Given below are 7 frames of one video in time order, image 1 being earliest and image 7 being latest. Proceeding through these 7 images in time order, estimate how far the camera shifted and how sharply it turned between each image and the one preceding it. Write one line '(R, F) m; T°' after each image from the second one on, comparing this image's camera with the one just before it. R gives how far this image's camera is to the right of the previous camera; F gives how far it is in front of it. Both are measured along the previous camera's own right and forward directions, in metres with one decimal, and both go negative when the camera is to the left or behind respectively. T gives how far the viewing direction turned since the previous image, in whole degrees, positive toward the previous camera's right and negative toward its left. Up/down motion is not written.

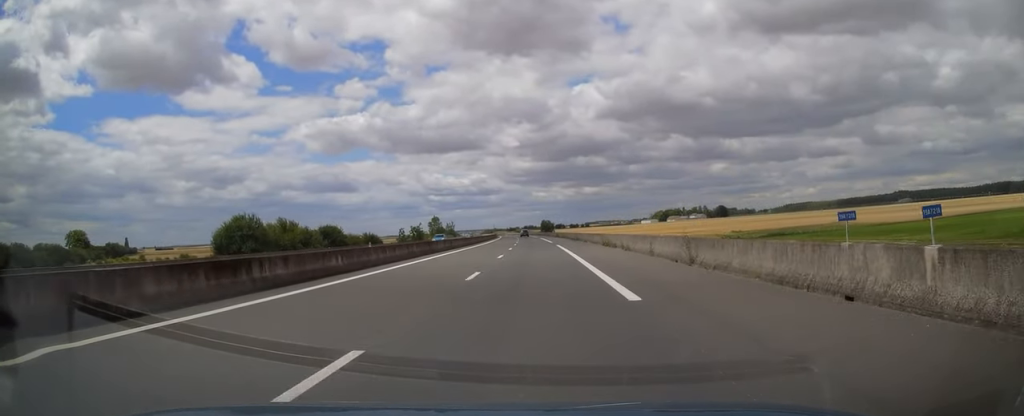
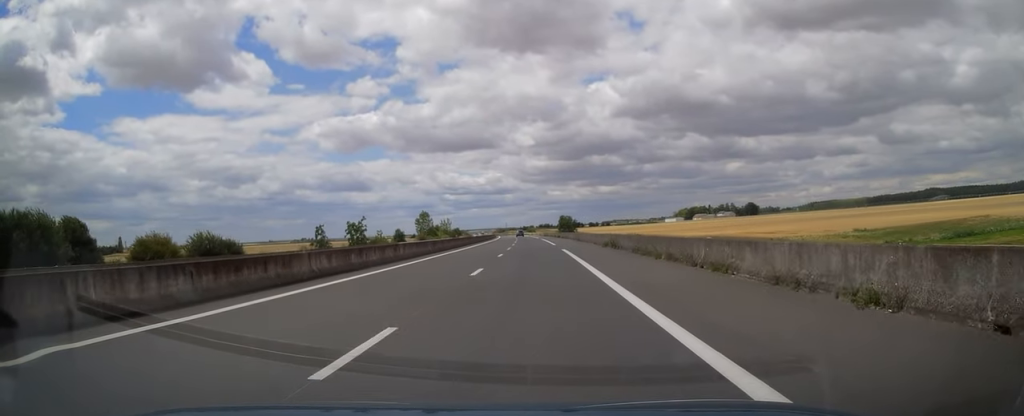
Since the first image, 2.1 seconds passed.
(-1.1, +63.1) m; -2°
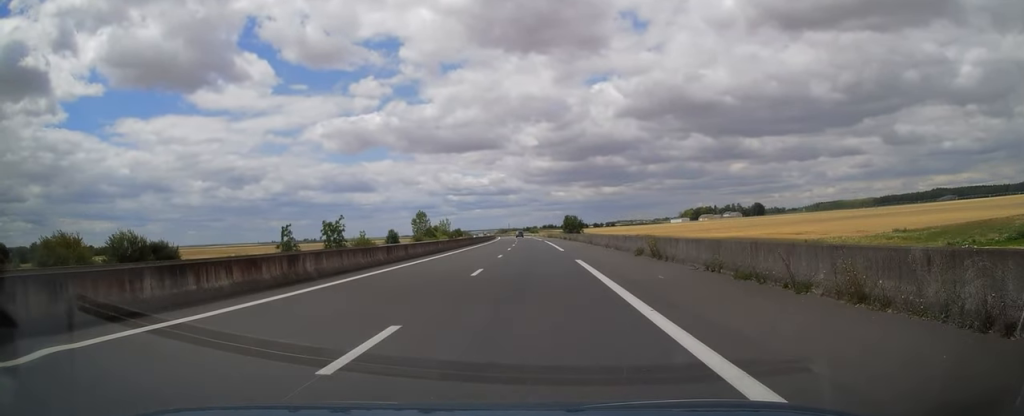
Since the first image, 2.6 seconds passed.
(0.0, +12.7) m; 0°
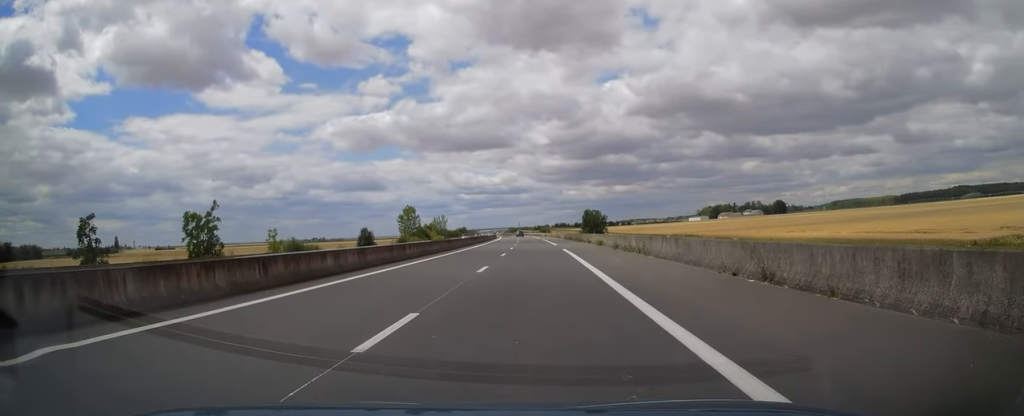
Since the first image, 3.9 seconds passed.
(-0.4, +37.6) m; -1°
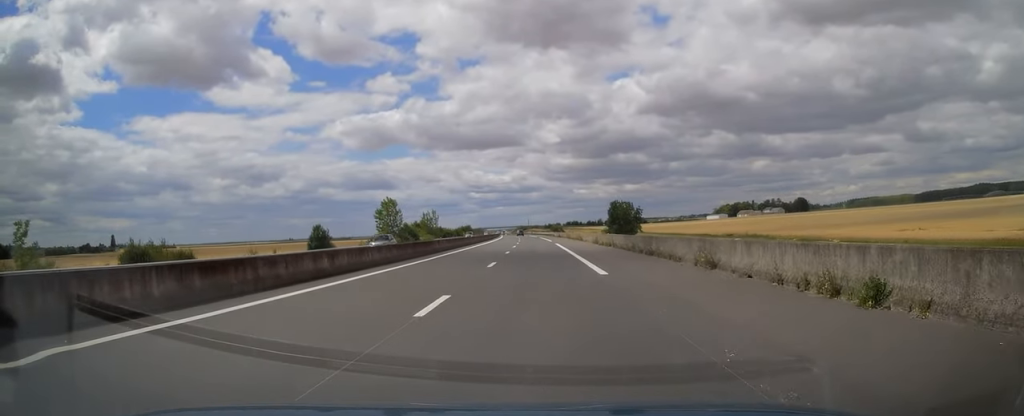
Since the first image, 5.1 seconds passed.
(-0.4, +36.0) m; -1°
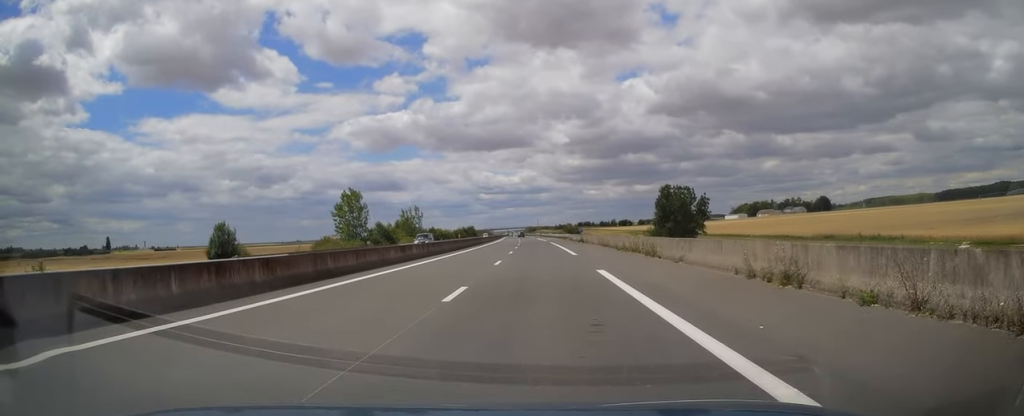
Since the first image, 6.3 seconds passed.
(-0.2, +36.6) m; 0°
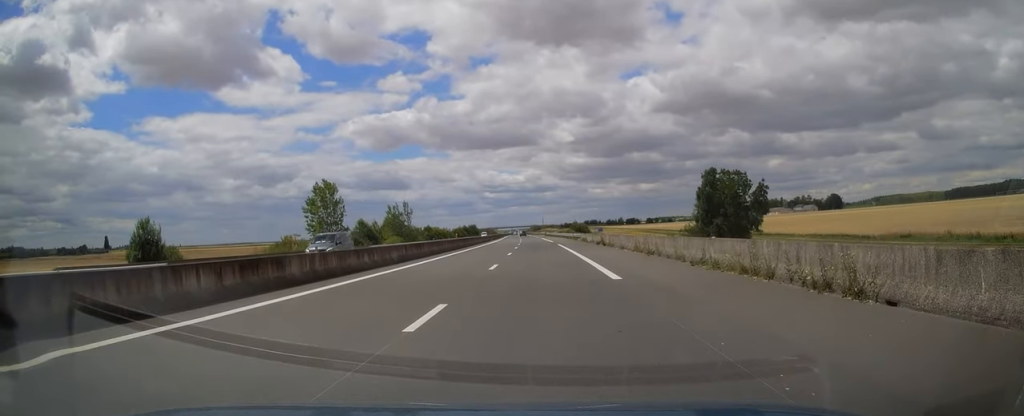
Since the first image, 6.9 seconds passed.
(0.0, +16.6) m; 0°
